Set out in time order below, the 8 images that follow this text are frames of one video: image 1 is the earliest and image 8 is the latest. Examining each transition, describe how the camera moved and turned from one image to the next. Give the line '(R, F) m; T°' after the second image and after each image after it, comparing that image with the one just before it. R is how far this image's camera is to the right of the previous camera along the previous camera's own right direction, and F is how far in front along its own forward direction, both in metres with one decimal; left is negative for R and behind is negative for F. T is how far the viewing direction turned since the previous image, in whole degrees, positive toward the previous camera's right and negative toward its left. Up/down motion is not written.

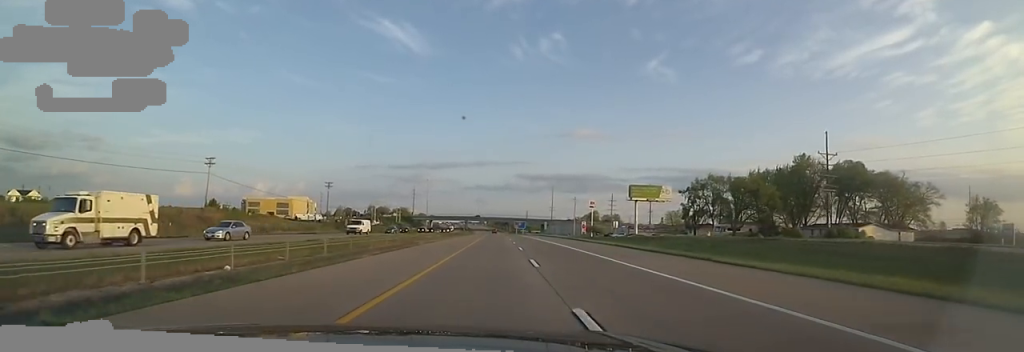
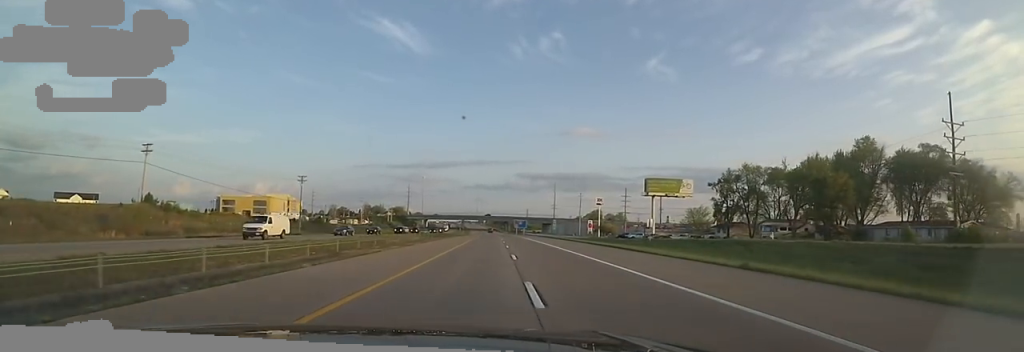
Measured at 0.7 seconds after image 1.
(+0.3, +20.7) m; 0°
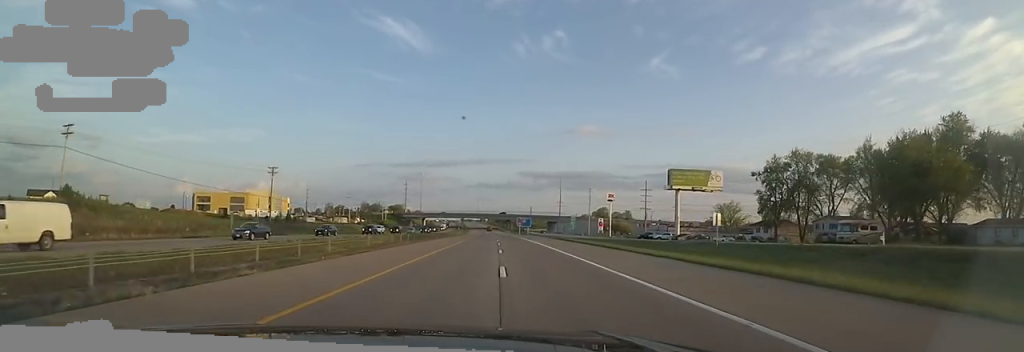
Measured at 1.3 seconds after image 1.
(+0.3, +19.7) m; -1°
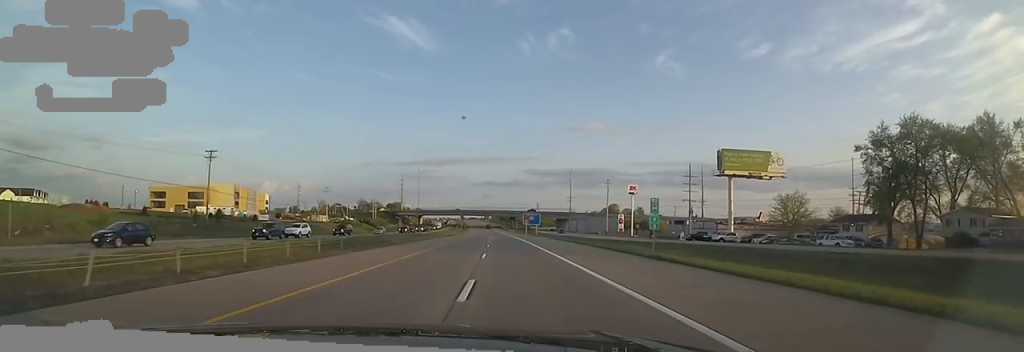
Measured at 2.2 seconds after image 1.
(-0.7, +29.1) m; -3°
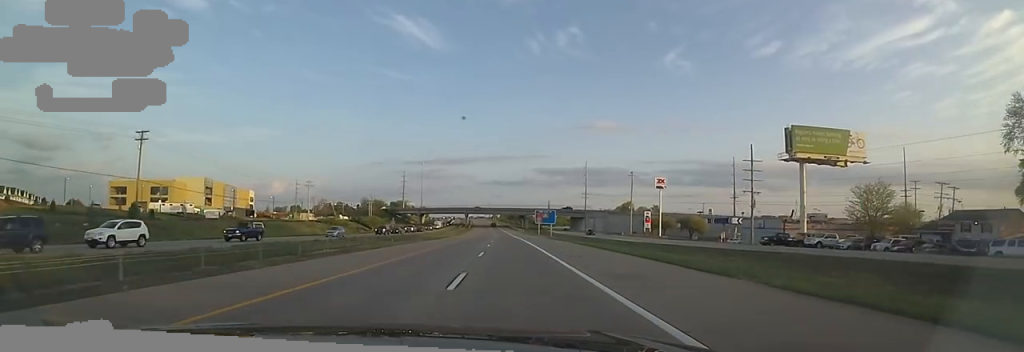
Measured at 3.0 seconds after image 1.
(-0.8, +22.7) m; +1°
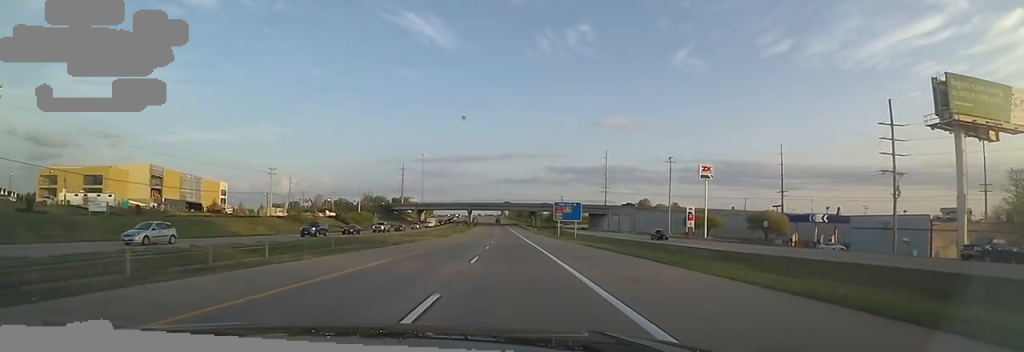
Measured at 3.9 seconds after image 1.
(+1.2, +28.6) m; 0°
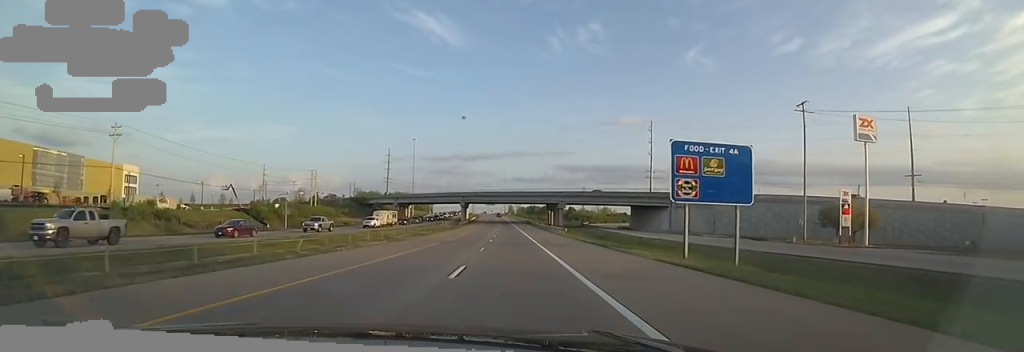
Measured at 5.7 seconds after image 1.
(-2.5, +53.3) m; -3°
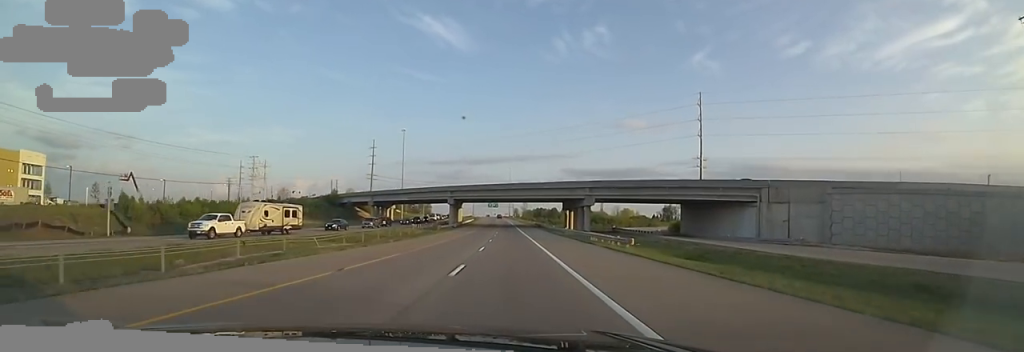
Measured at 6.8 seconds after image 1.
(+0.8, +35.6) m; +1°
